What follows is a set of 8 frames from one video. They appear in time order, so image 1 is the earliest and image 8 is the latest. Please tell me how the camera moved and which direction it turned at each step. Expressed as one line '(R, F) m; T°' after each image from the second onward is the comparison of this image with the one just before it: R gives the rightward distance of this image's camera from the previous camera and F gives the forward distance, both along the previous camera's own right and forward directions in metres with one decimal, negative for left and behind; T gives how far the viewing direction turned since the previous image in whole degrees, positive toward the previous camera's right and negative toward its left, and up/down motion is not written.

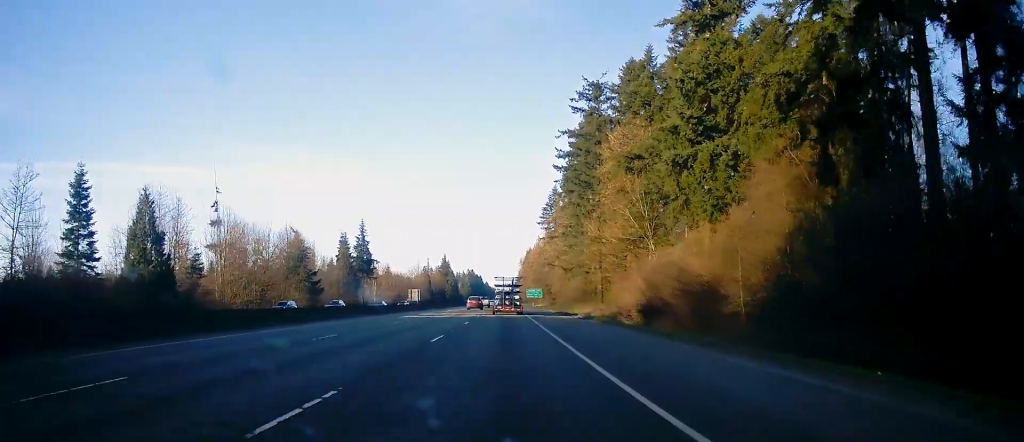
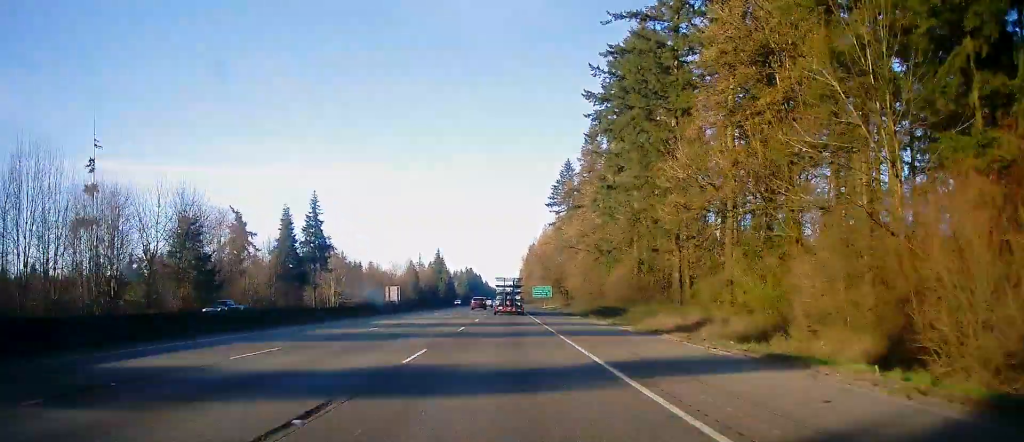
(-0.3, +42.2) m; 0°
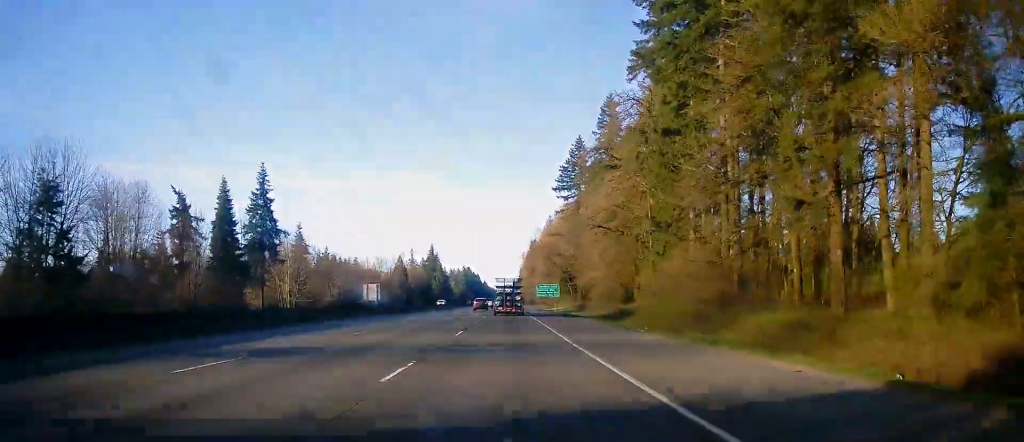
(+0.2, +26.9) m; 0°
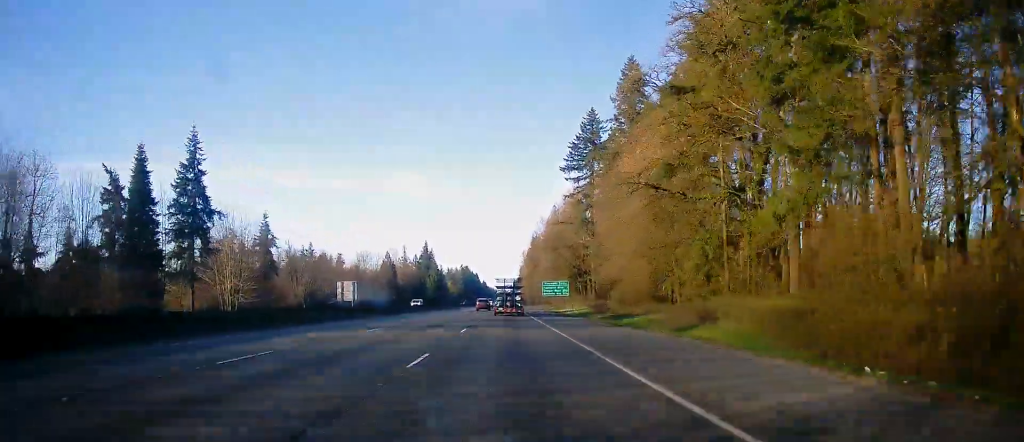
(-0.1, +23.0) m; 0°
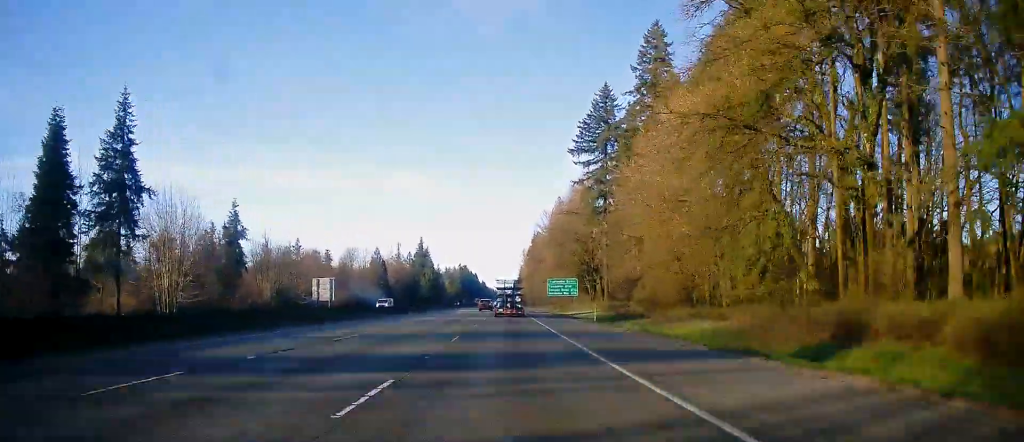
(0.0, +16.3) m; 0°
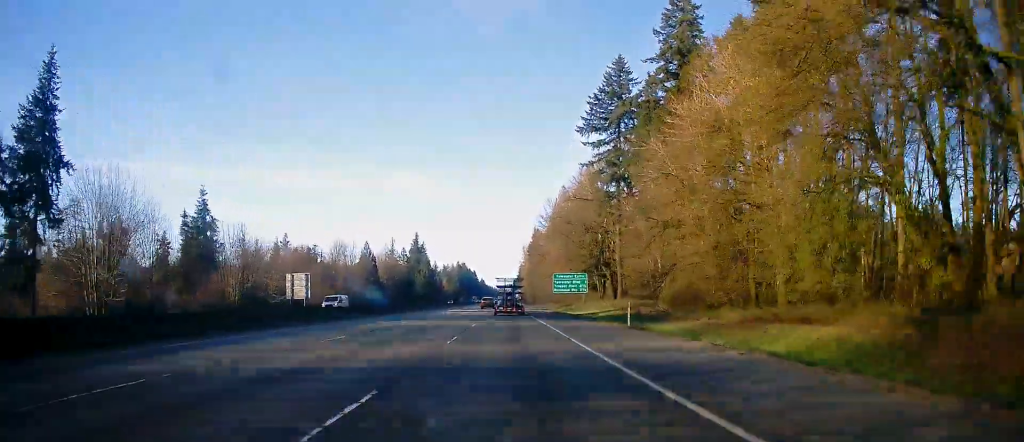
(0.0, +13.4) m; 0°
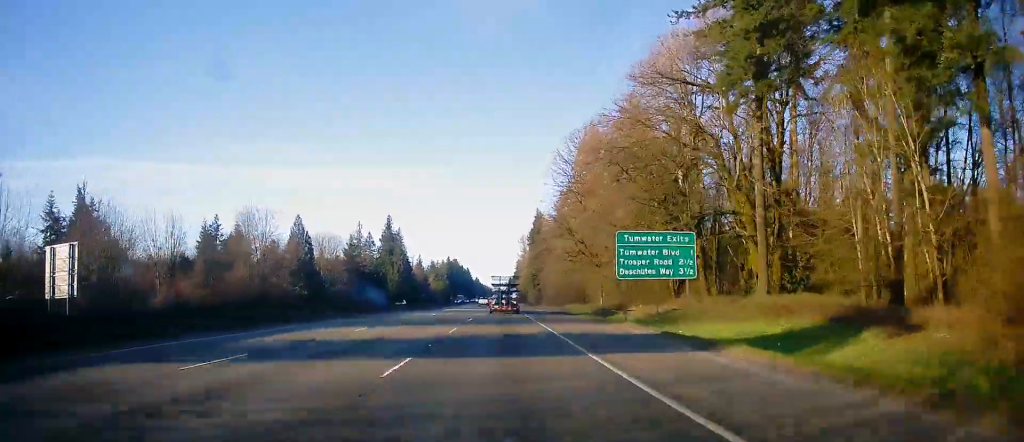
(+0.8, +56.3) m; +1°
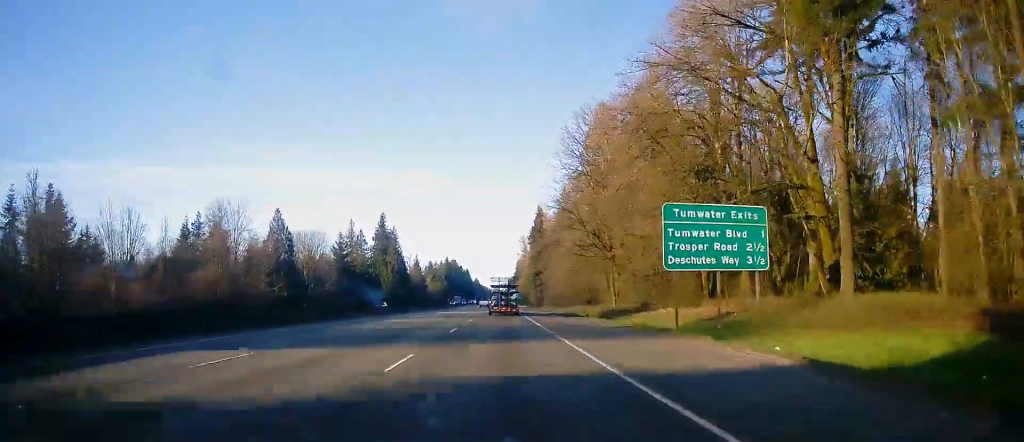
(0.0, +11.4) m; 0°
